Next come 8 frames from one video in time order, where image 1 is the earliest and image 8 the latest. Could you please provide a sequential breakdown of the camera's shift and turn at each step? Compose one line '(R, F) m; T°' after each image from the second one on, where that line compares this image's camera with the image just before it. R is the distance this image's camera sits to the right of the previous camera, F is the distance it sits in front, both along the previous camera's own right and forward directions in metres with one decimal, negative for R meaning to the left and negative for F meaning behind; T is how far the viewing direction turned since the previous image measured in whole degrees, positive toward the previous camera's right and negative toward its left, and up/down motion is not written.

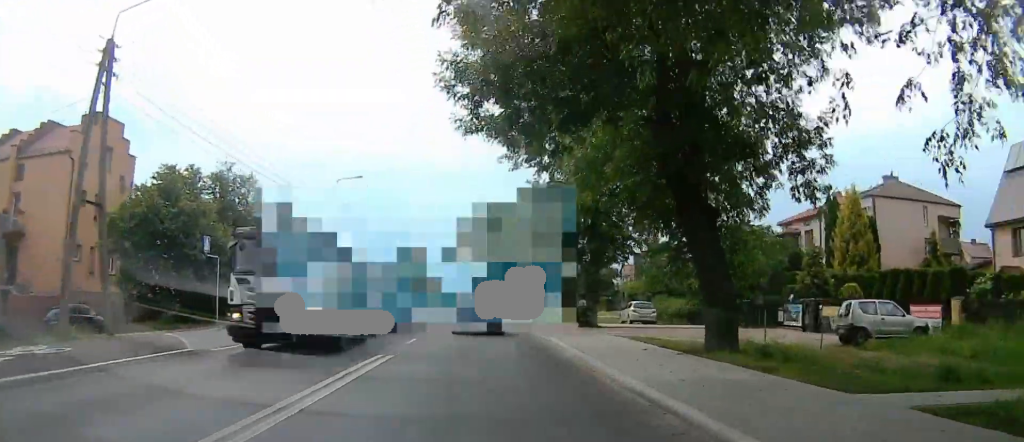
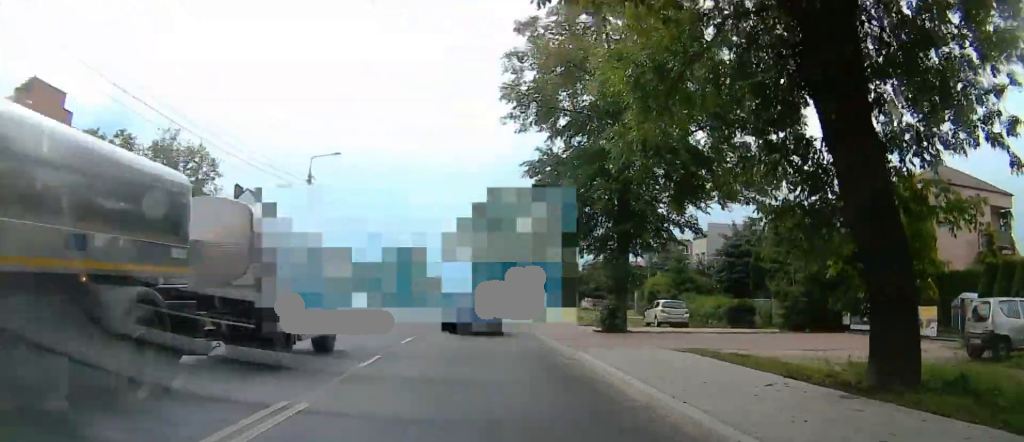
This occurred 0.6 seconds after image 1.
(-0.2, +6.5) m; -3°
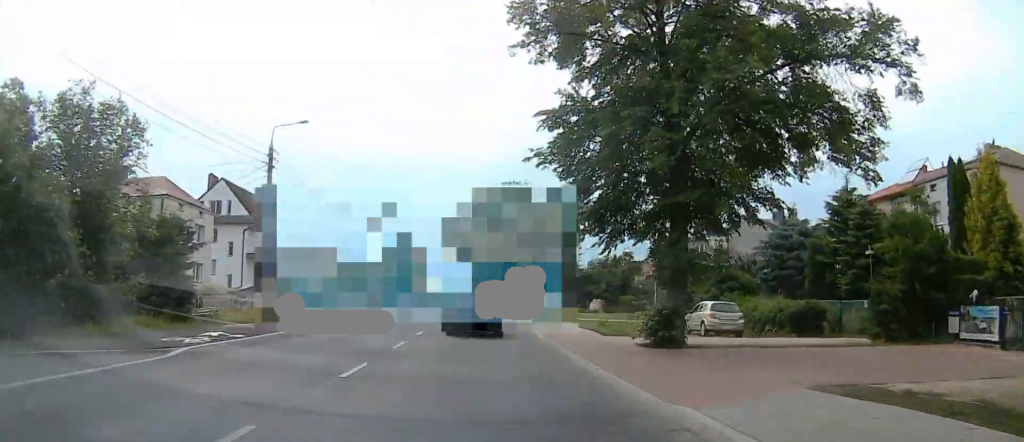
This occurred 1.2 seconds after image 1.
(-0.7, +7.2) m; -5°
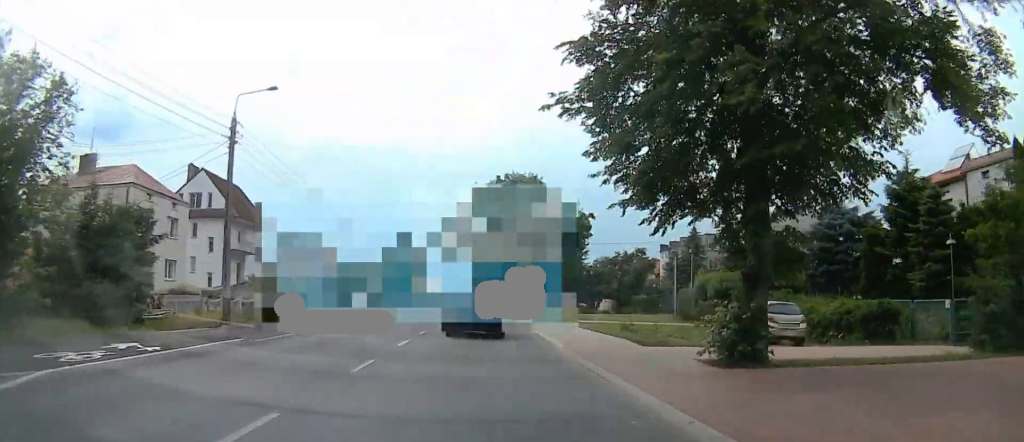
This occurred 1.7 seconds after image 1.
(0.0, +5.2) m; +3°
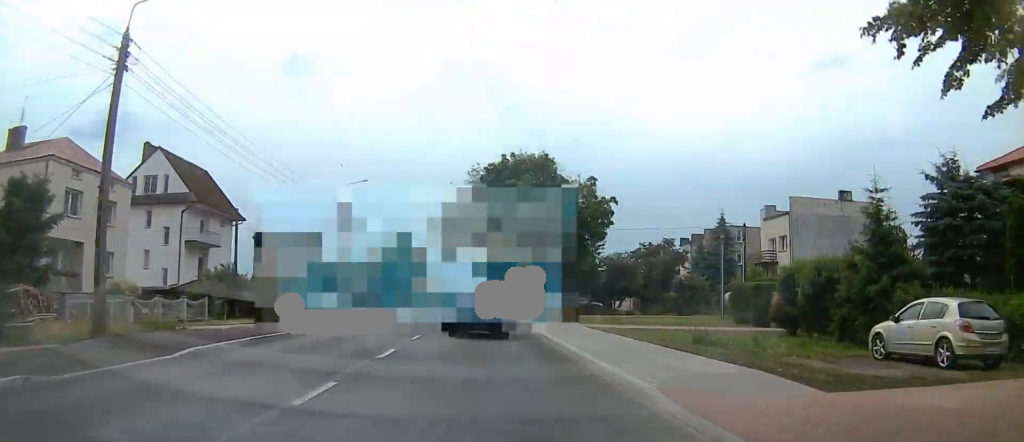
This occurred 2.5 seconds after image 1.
(+0.3, +9.5) m; +5°
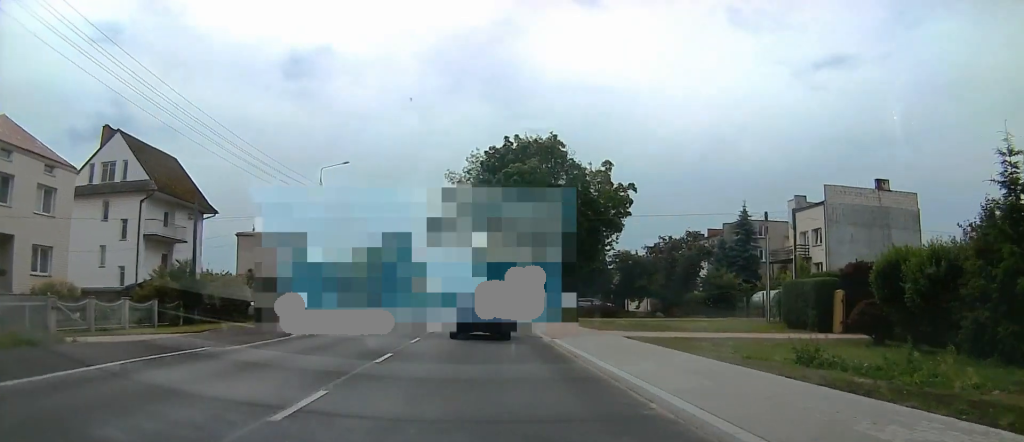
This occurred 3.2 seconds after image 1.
(+0.9, +6.8) m; +1°
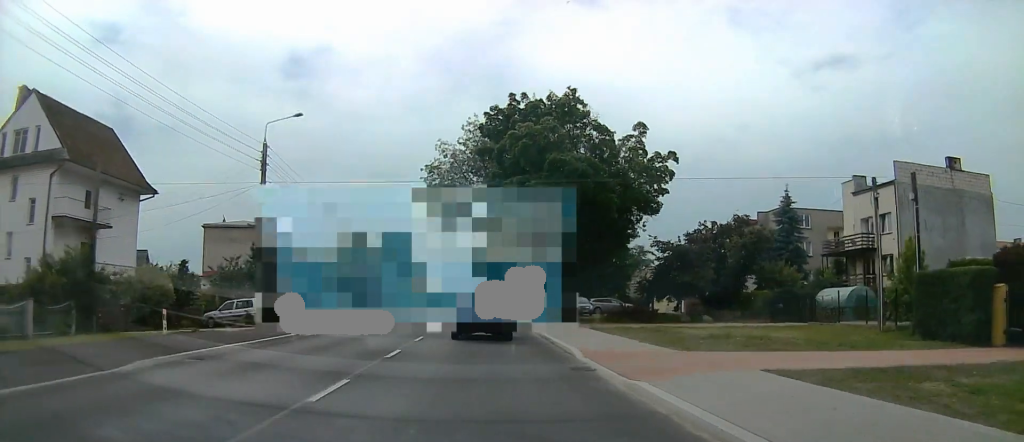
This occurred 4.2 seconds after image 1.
(-1.1, +10.7) m; +1°
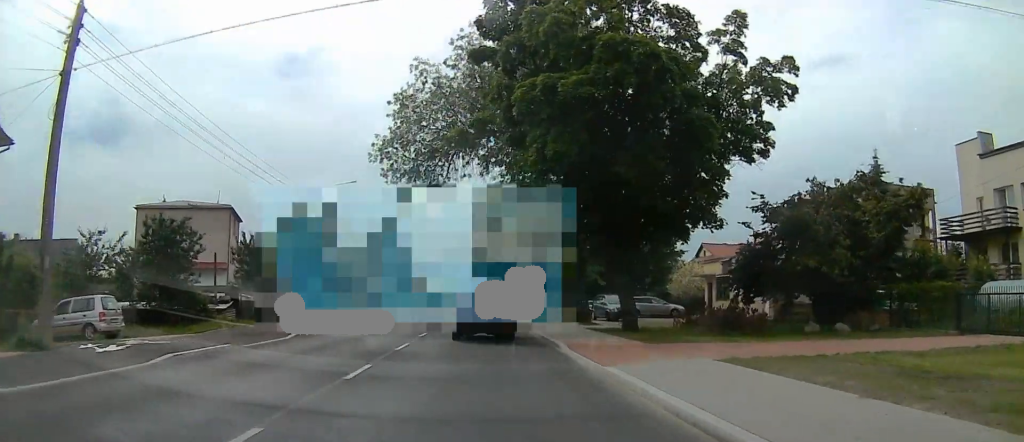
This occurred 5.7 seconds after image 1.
(+0.5, +15.5) m; -3°
